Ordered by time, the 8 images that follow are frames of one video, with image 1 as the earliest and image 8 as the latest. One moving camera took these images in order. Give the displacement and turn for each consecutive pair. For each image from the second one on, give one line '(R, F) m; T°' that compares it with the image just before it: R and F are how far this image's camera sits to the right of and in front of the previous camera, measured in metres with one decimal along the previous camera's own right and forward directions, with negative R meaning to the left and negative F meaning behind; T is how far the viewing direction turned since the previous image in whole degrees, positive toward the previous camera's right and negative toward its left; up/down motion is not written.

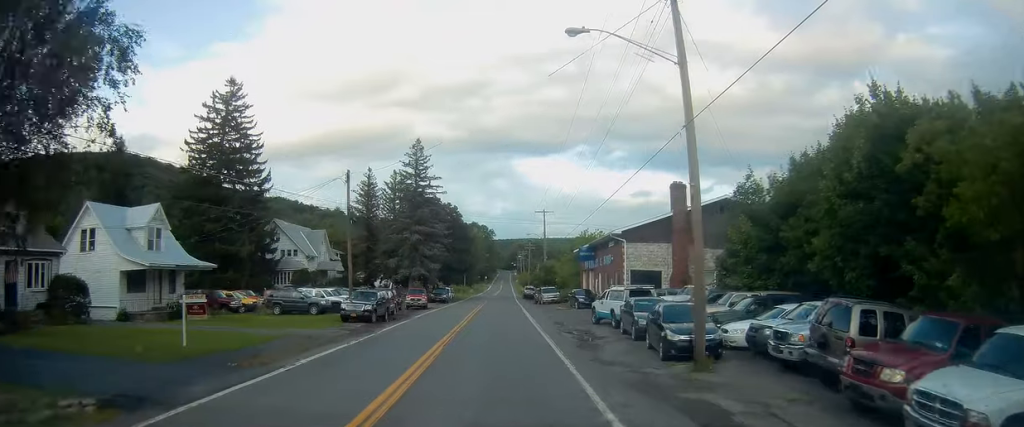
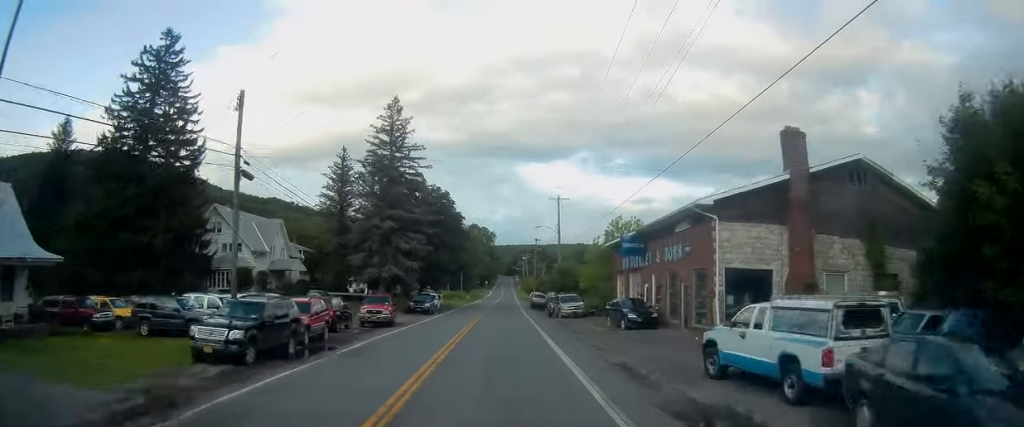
(+0.2, +16.5) m; 0°
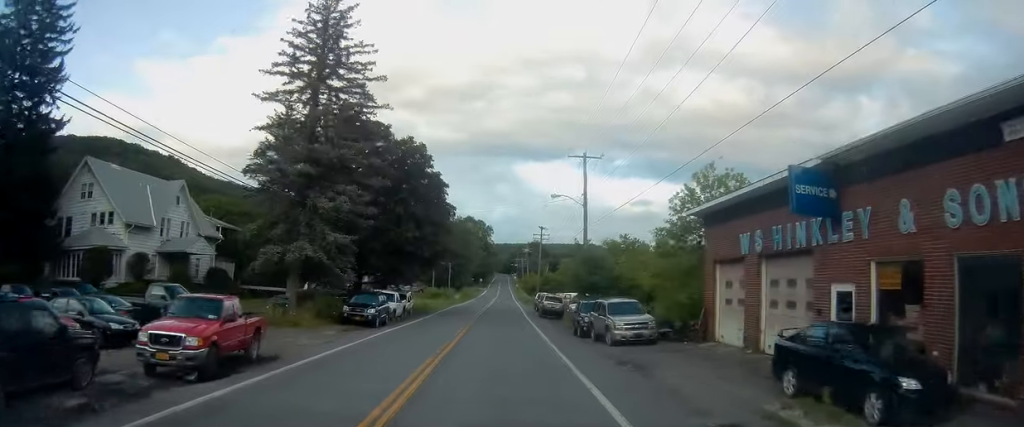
(-0.2, +20.7) m; 0°
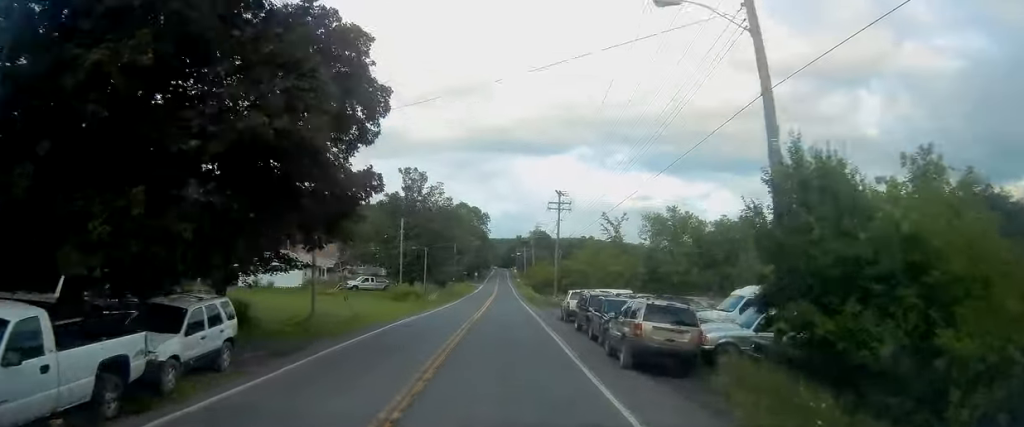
(-0.2, +29.9) m; 0°
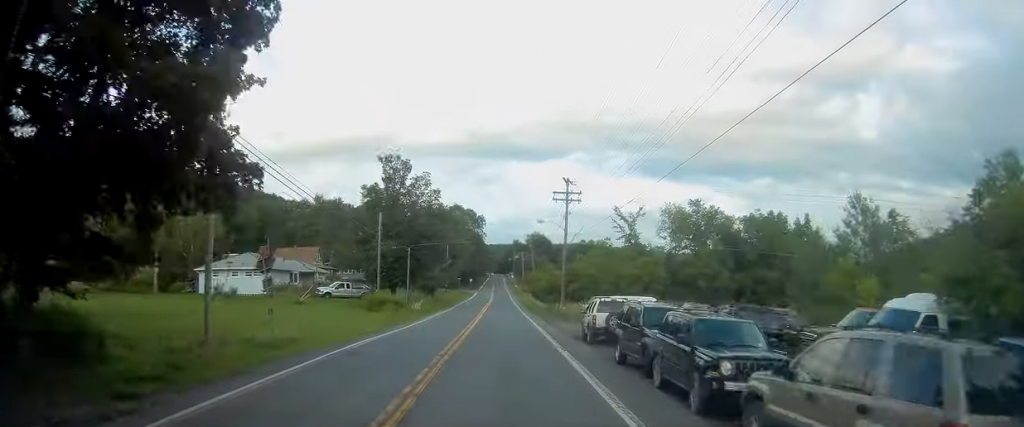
(+0.2, +10.1) m; +1°
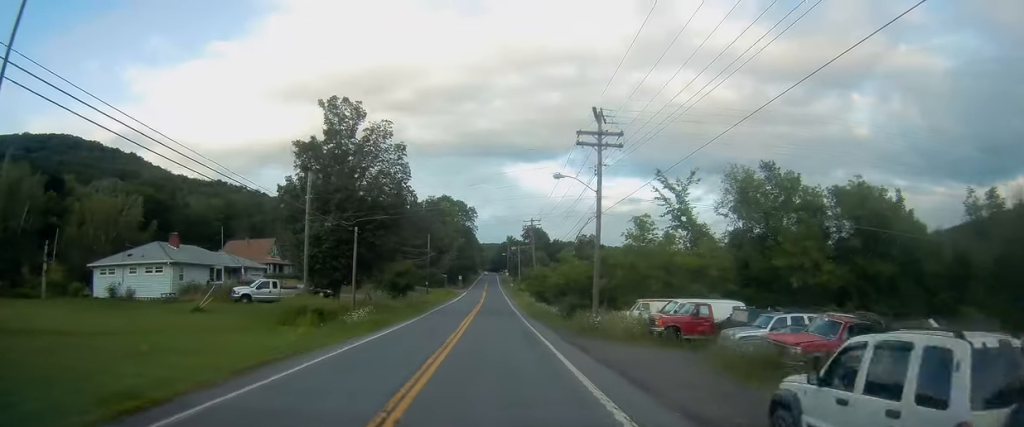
(+0.1, +19.1) m; +1°
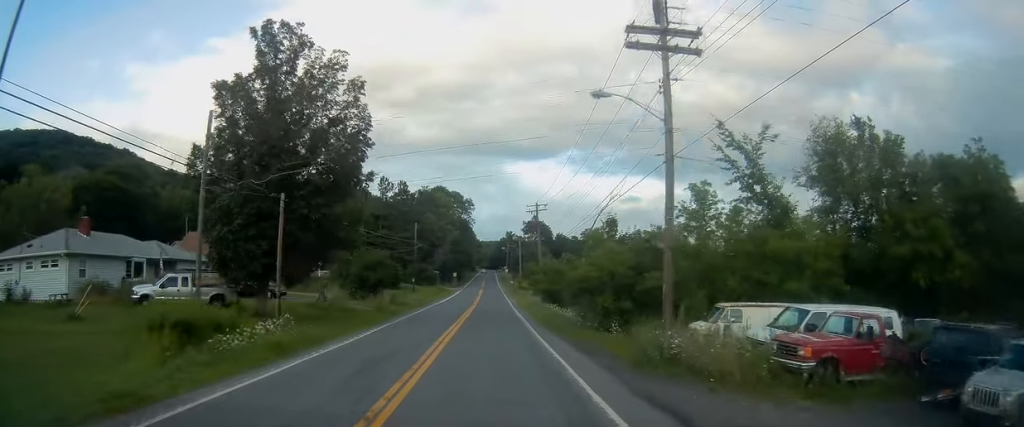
(+0.1, +13.1) m; +1°
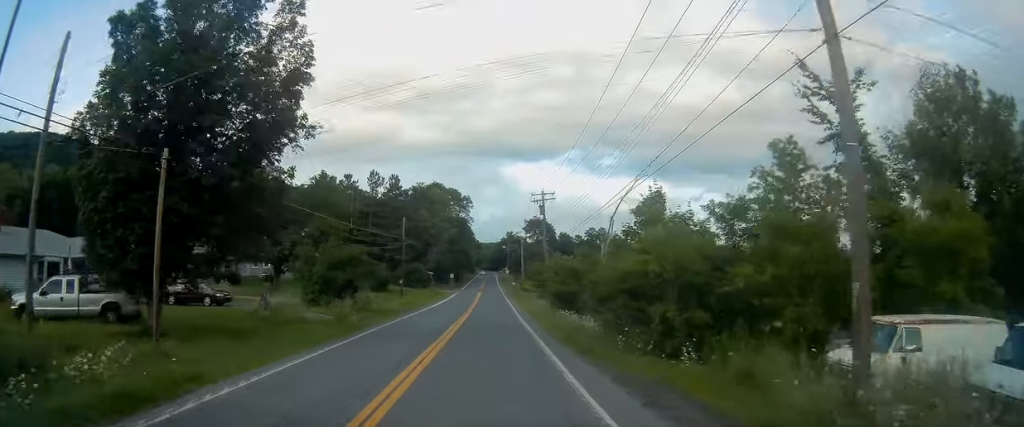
(0.0, +9.8) m; 0°
